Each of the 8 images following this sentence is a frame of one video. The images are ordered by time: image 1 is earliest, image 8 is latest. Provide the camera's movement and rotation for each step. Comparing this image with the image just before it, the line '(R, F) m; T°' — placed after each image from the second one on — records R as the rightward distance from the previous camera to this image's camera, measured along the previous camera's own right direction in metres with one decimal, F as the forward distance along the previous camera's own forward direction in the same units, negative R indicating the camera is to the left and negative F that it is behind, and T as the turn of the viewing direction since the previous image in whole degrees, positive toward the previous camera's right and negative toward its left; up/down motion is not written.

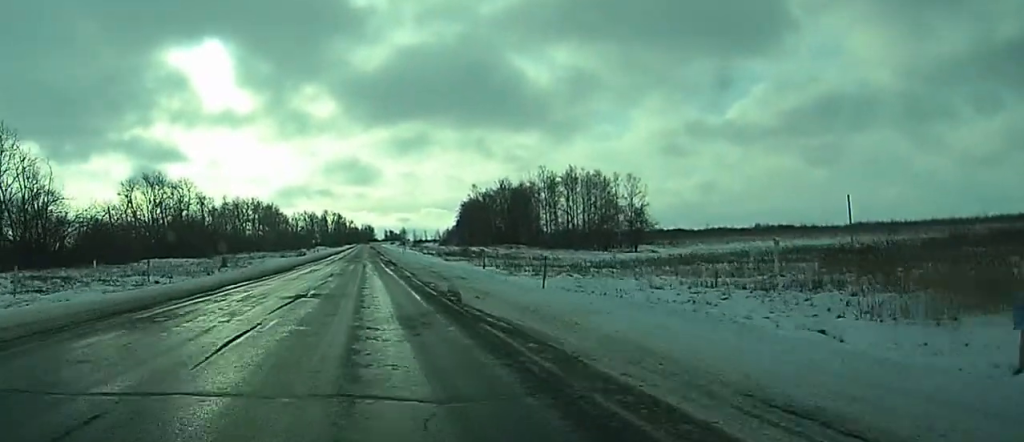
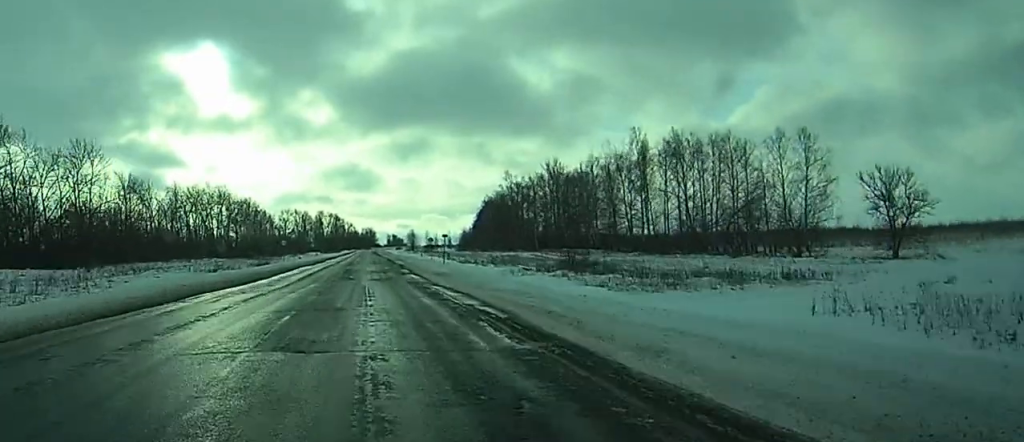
(+0.1, +72.3) m; 0°
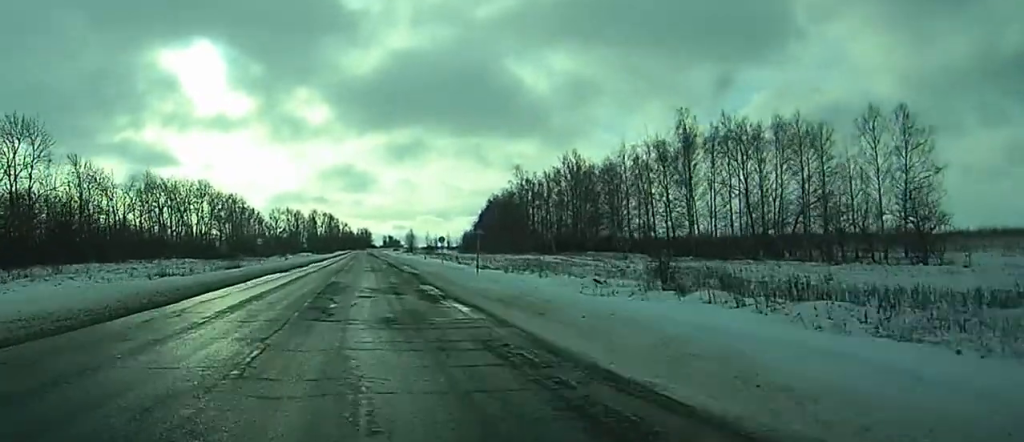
(0.0, +22.4) m; 0°
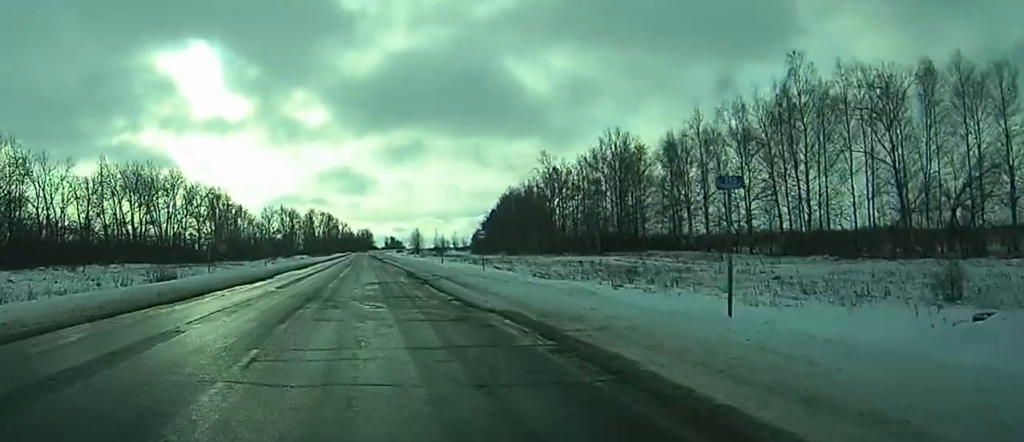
(+0.1, +32.0) m; 0°
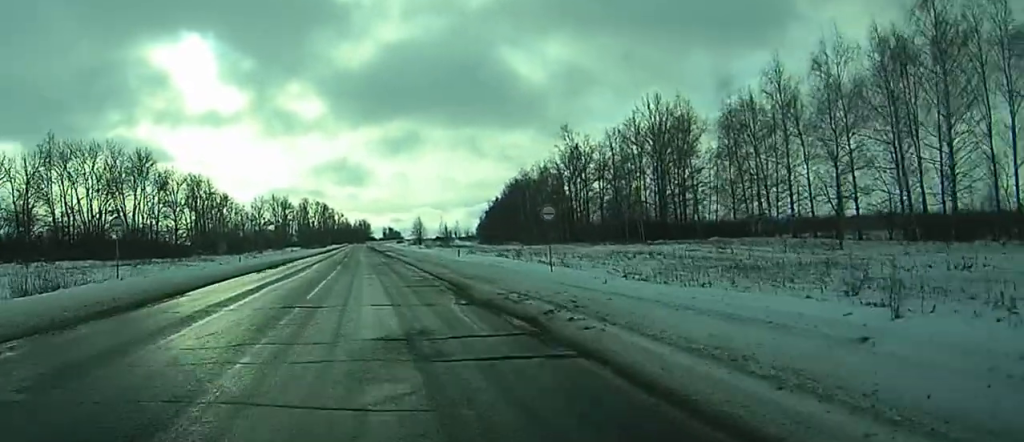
(0.0, +23.2) m; 0°
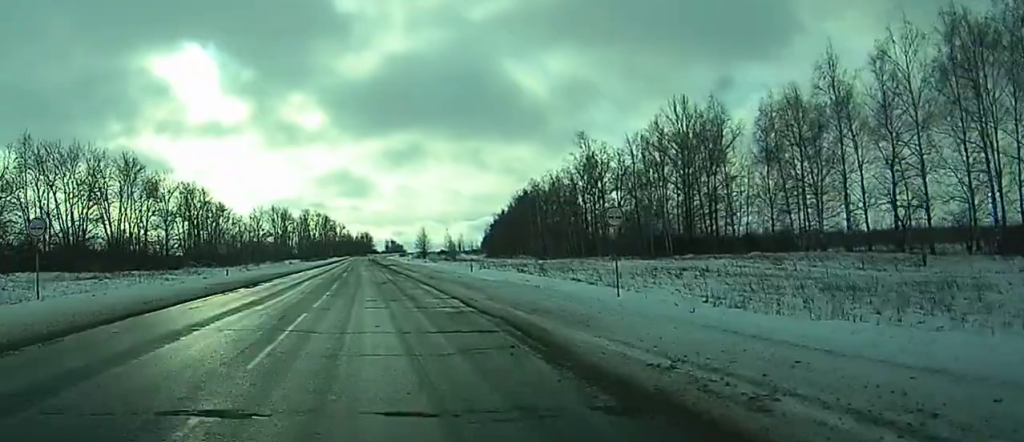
(0.0, +10.4) m; 0°
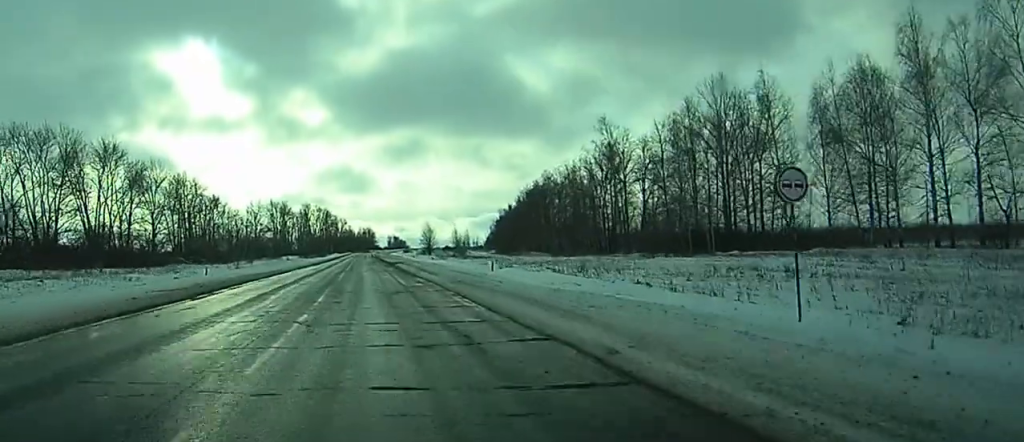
(0.0, +12.7) m; 0°
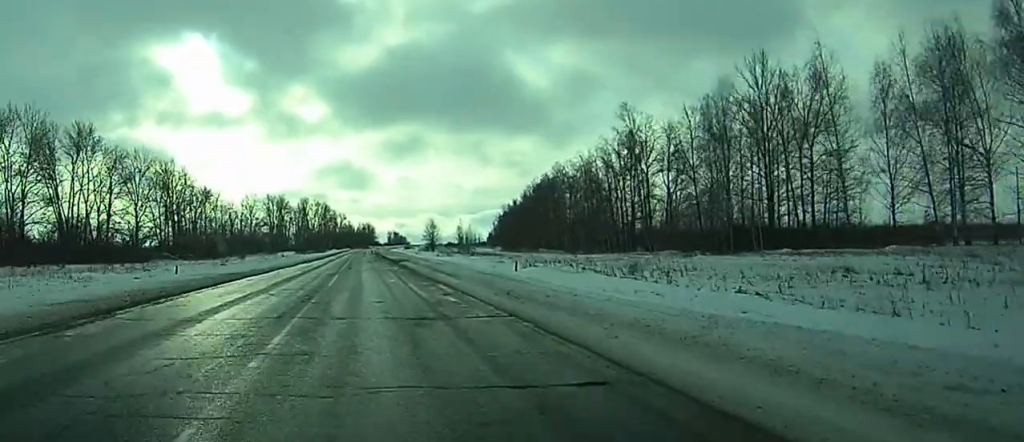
(0.0, +12.0) m; 0°
